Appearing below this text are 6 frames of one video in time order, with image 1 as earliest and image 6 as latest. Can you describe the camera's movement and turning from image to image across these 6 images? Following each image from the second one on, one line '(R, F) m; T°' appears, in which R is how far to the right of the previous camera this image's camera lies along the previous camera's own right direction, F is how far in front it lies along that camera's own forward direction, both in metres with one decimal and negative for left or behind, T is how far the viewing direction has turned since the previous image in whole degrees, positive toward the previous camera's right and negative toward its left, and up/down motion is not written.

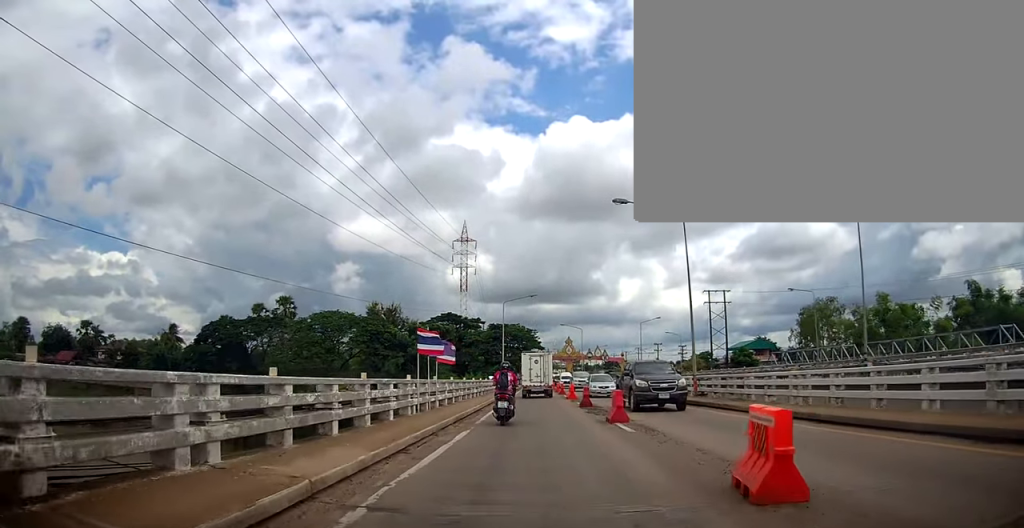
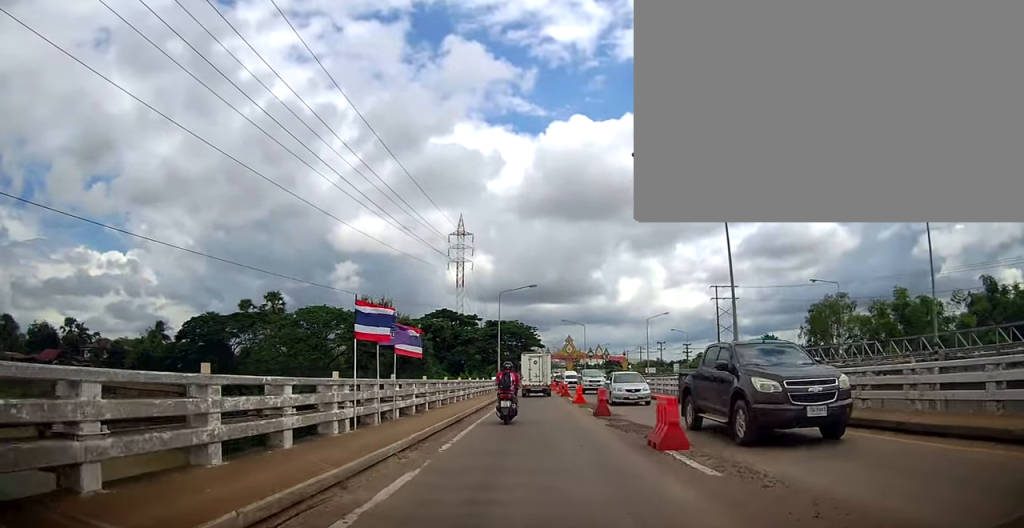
(0.0, +6.0) m; +1°
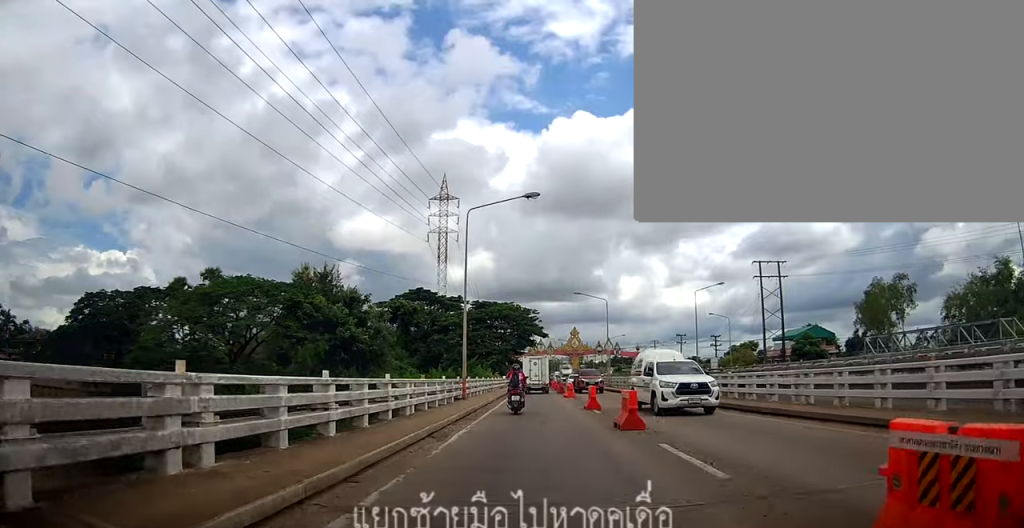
(+1.1, +24.2) m; -1°
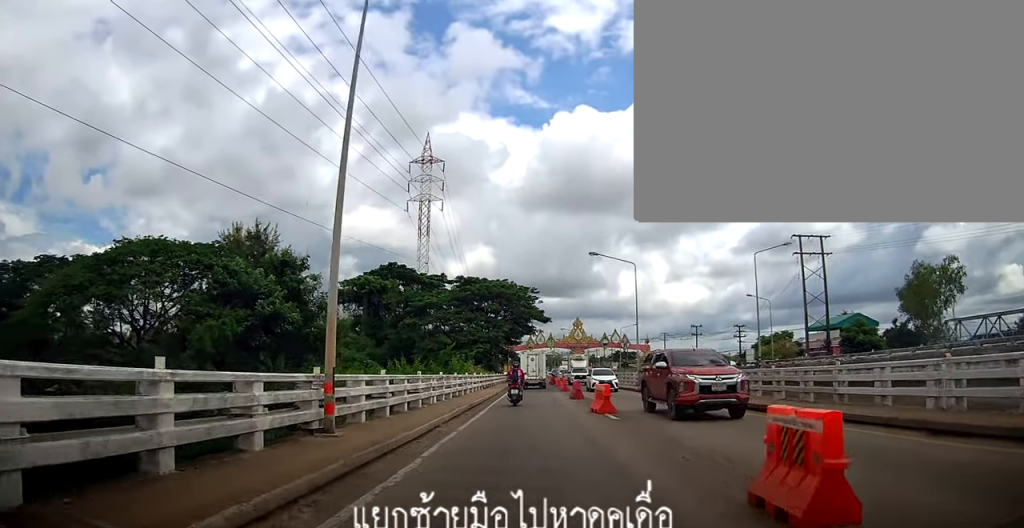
(-0.1, +15.9) m; 0°
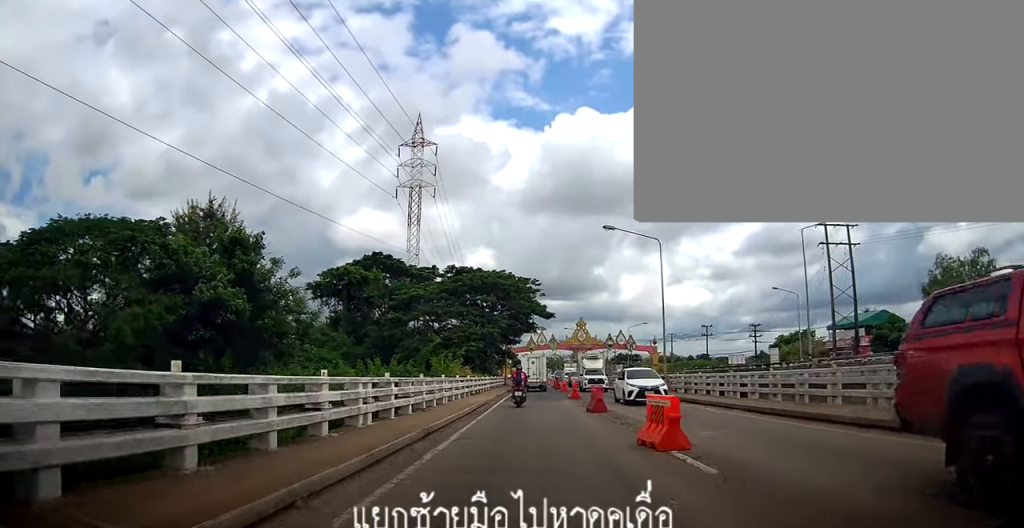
(0.0, +7.5) m; 0°
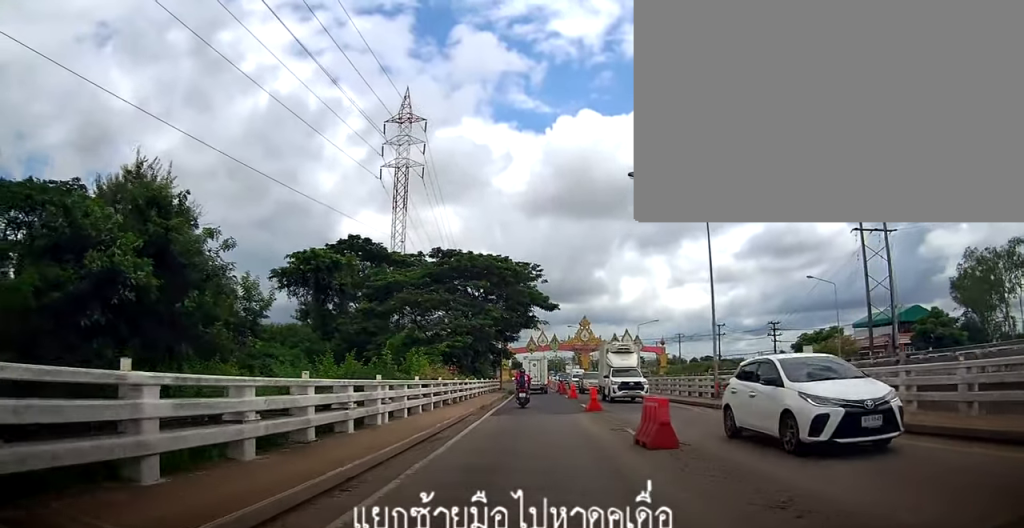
(0.0, +8.7) m; 0°
